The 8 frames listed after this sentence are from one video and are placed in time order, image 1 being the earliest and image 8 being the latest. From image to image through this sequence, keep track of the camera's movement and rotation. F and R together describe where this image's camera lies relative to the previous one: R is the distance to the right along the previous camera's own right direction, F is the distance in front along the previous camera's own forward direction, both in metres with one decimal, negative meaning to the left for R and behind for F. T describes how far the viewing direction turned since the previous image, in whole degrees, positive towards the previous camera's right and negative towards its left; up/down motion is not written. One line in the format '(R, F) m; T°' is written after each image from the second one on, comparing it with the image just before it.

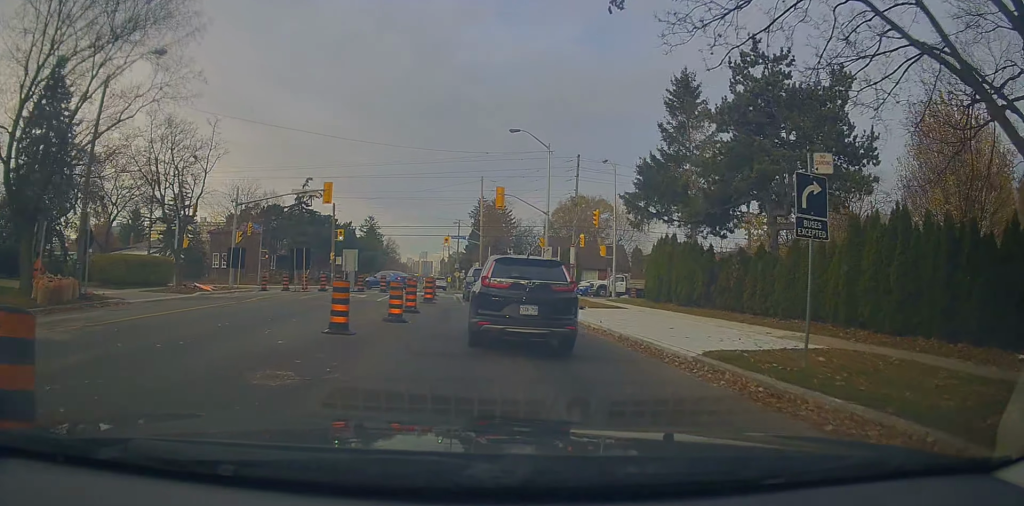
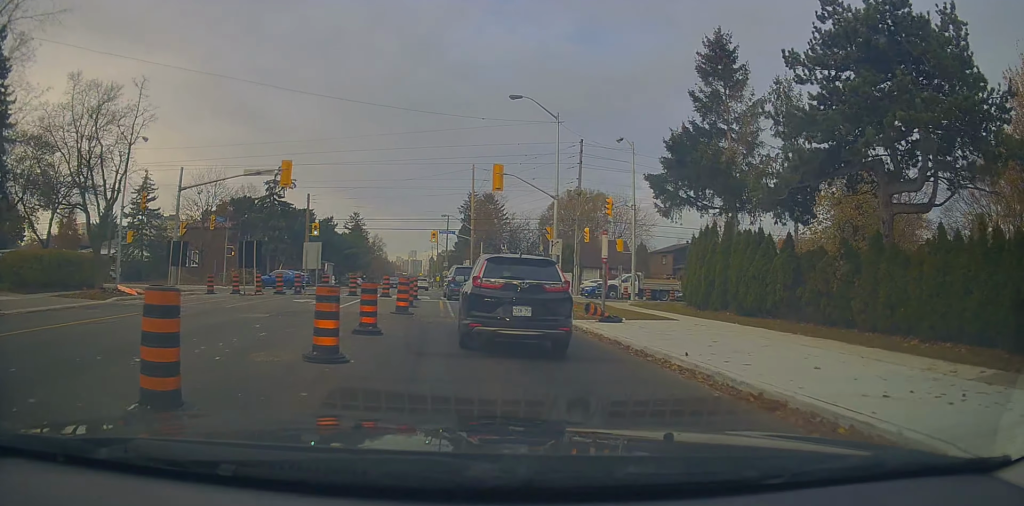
(+0.3, +6.3) m; +3°
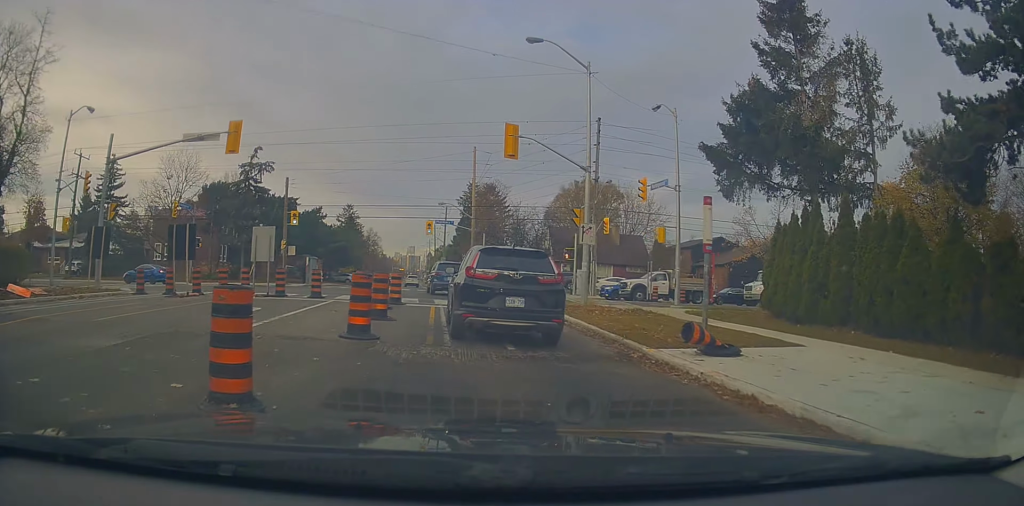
(+0.2, +6.9) m; 0°
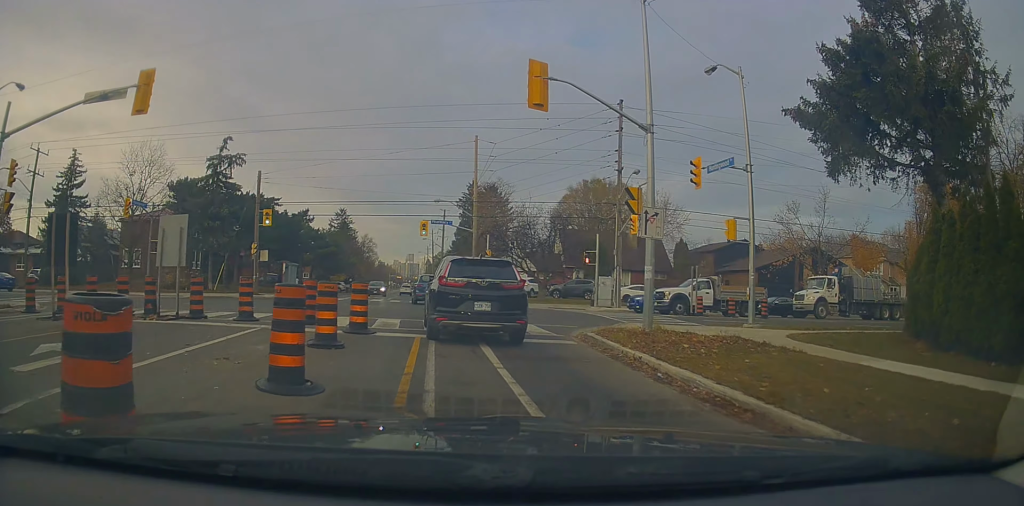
(-0.1, +7.4) m; 0°
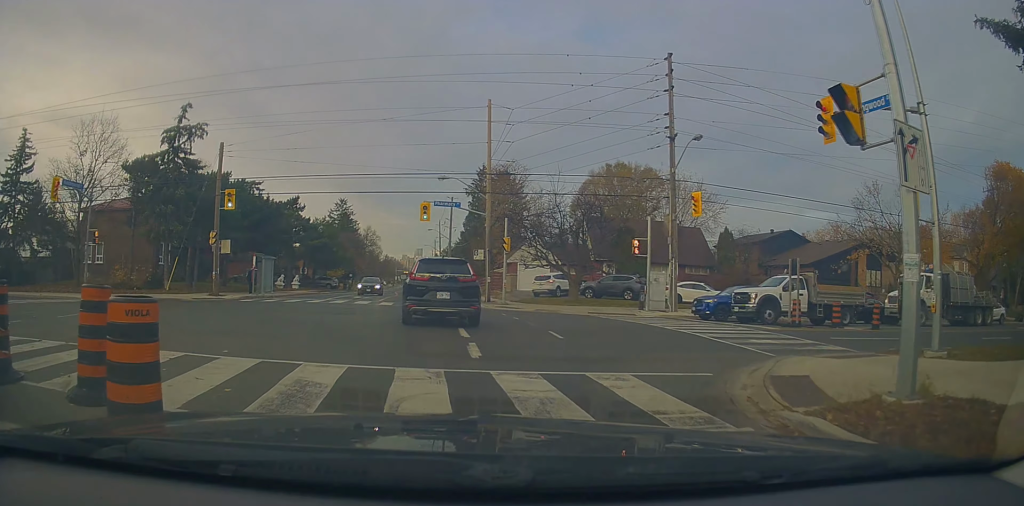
(-0.1, +8.9) m; -4°
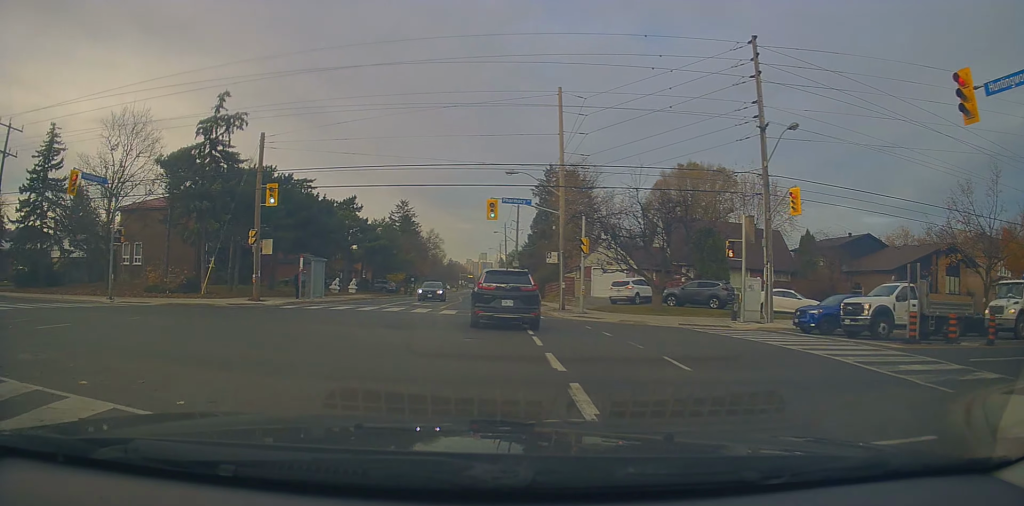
(-0.1, +3.5) m; -3°
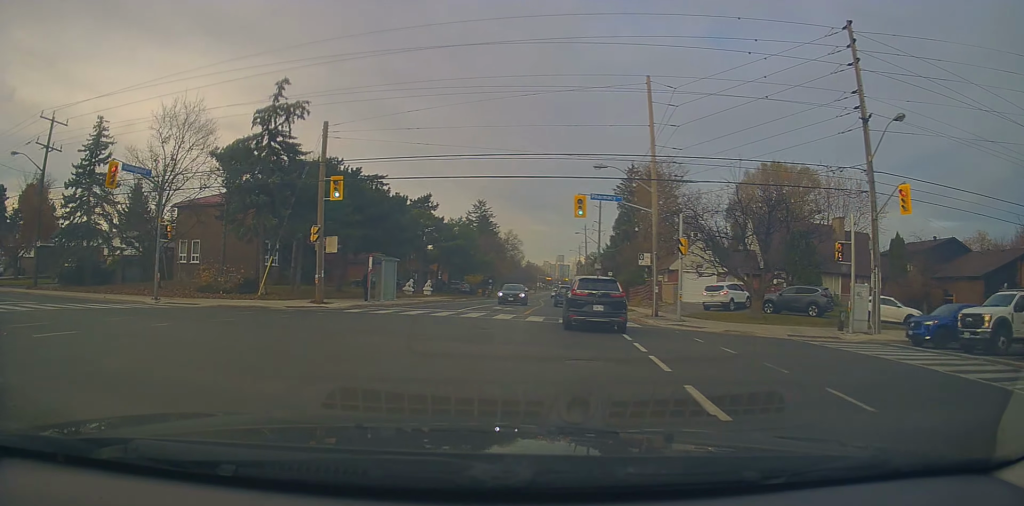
(+0.1, +2.9) m; -3°
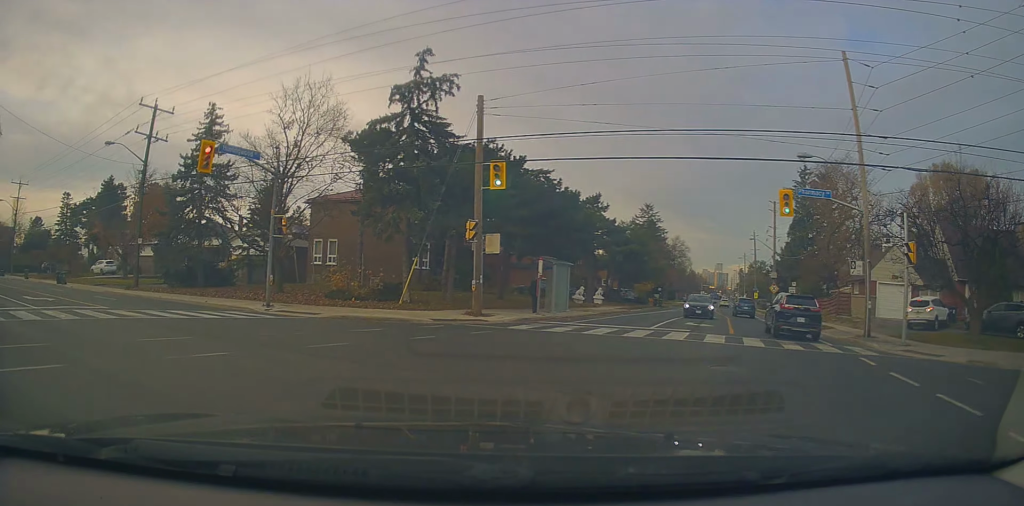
(-0.5, +5.0) m; -15°
